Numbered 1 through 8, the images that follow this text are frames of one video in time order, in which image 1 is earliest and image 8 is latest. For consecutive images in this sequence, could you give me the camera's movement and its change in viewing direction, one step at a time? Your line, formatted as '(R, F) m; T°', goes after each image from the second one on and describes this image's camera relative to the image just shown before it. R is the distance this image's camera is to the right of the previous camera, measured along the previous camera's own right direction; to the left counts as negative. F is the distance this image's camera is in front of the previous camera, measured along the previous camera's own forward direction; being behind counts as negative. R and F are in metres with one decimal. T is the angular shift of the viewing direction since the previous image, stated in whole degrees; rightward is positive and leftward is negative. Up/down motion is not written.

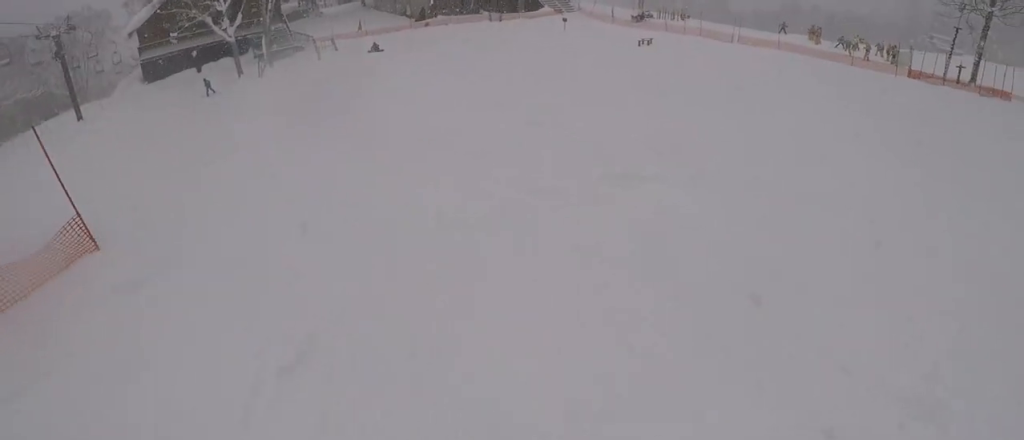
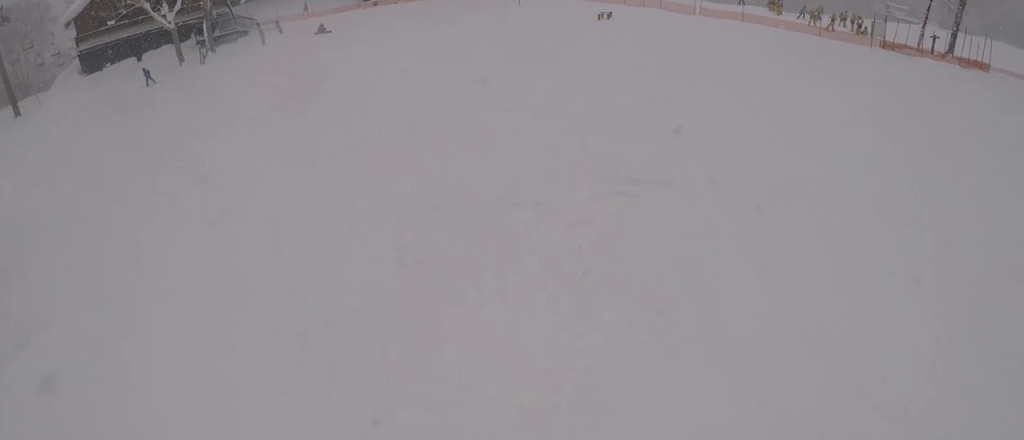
(0.0, +1.4) m; +7°
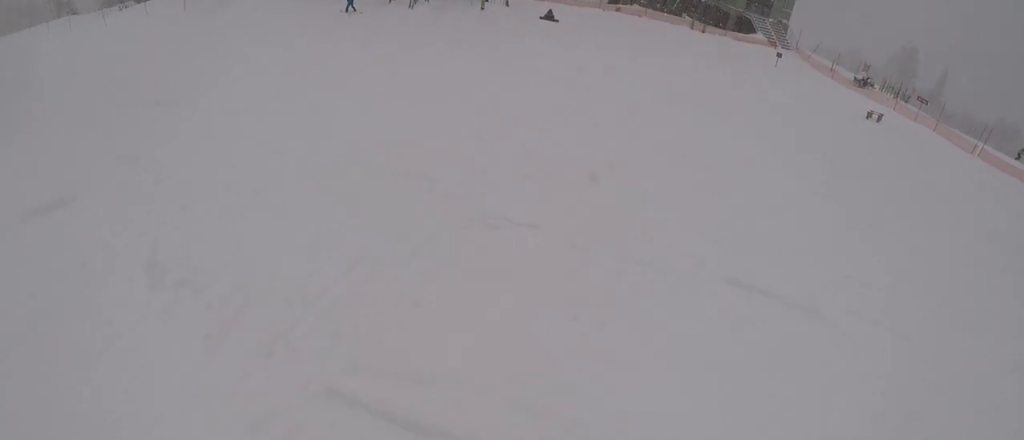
(+0.8, +5.4) m; -6°
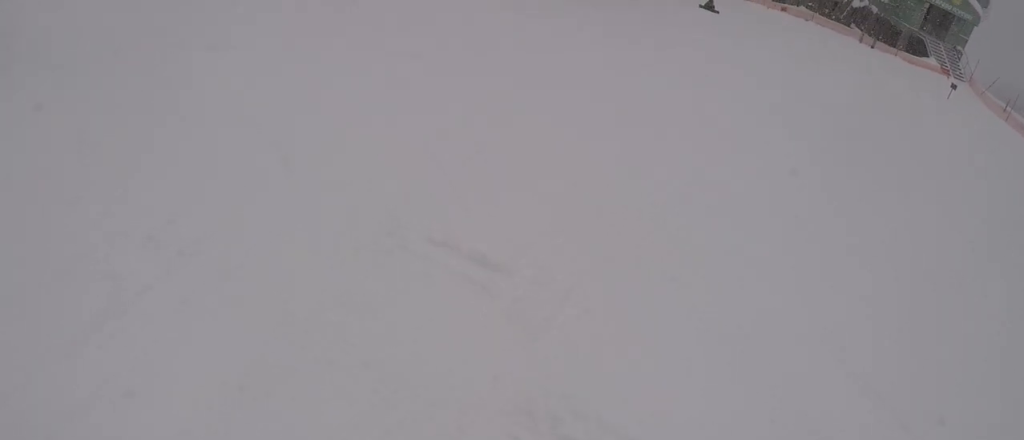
(+0.2, +2.3) m; -12°
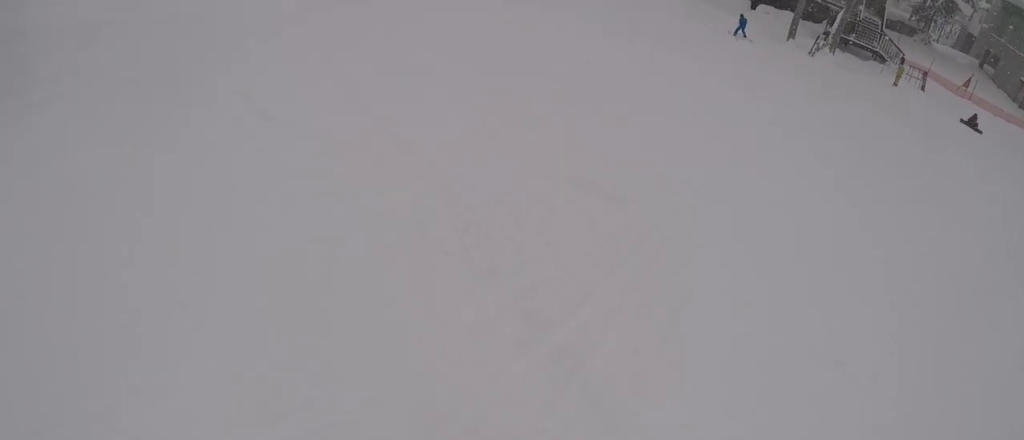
(-1.2, +4.2) m; -30°
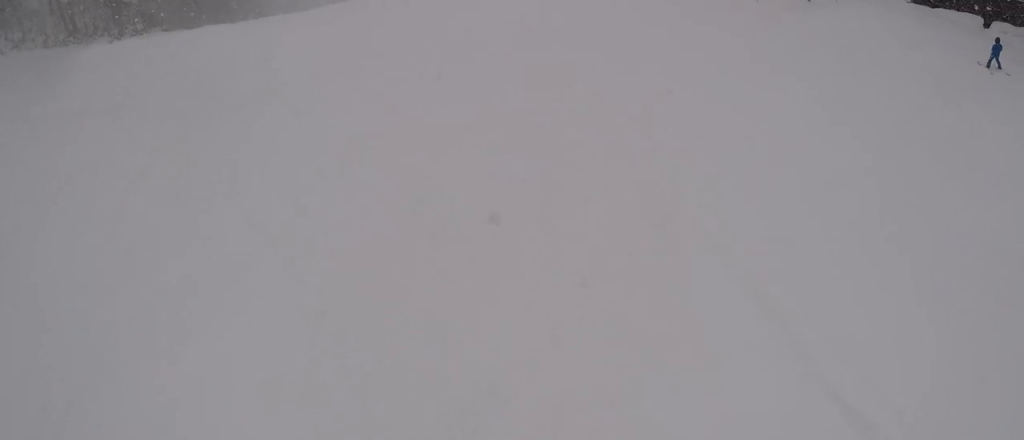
(-2.5, +6.5) m; -22°
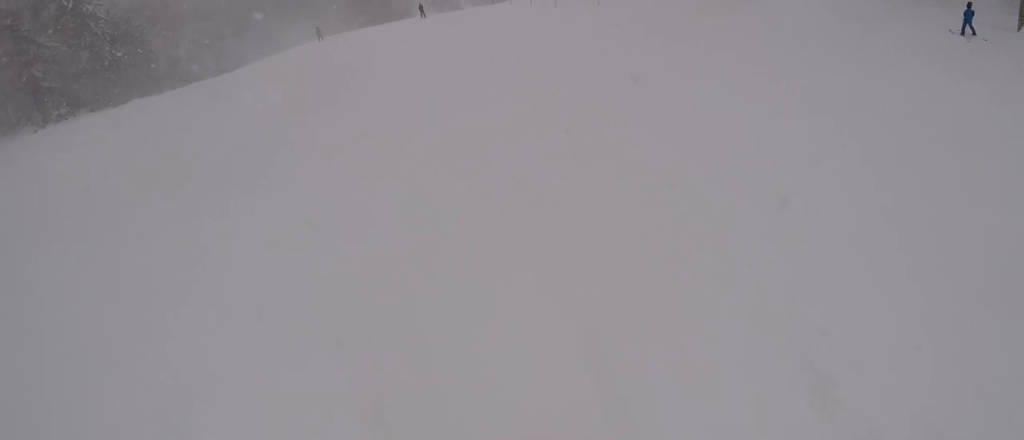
(+0.1, +2.8) m; +4°
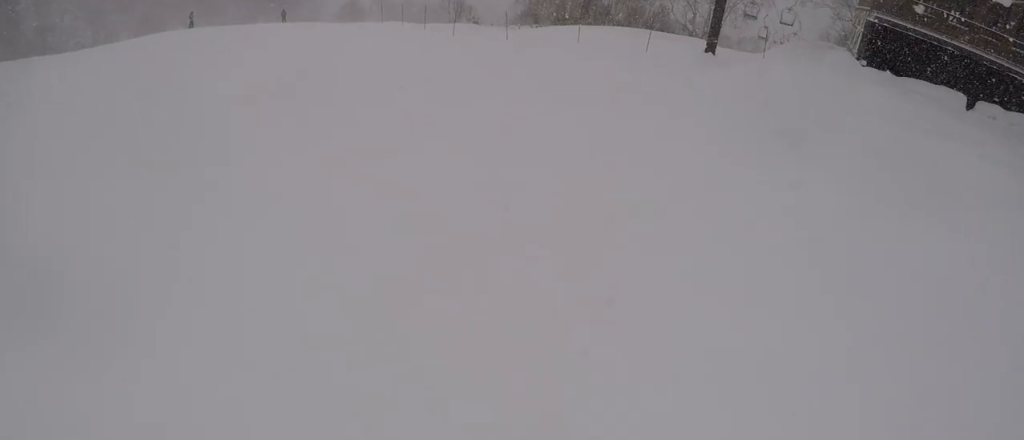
(+1.0, +11.6) m; +1°
